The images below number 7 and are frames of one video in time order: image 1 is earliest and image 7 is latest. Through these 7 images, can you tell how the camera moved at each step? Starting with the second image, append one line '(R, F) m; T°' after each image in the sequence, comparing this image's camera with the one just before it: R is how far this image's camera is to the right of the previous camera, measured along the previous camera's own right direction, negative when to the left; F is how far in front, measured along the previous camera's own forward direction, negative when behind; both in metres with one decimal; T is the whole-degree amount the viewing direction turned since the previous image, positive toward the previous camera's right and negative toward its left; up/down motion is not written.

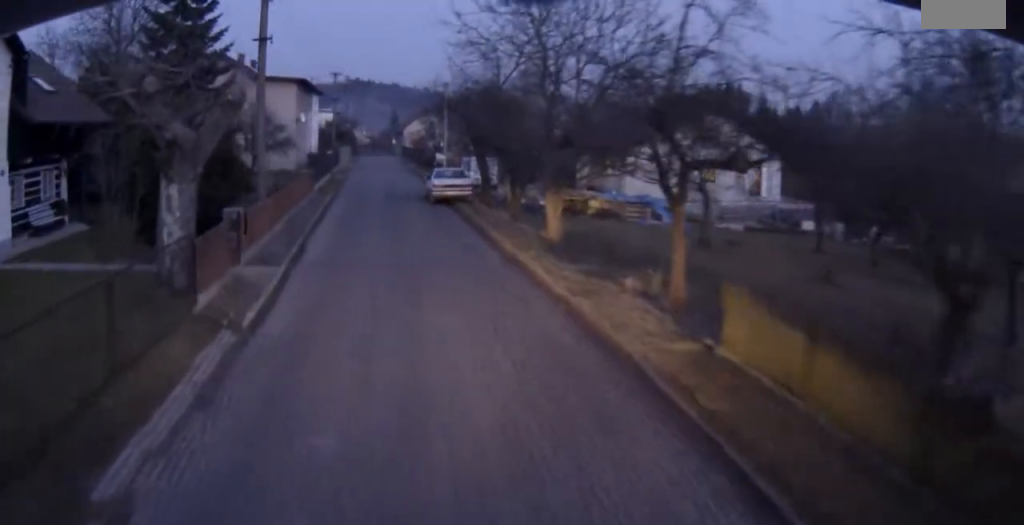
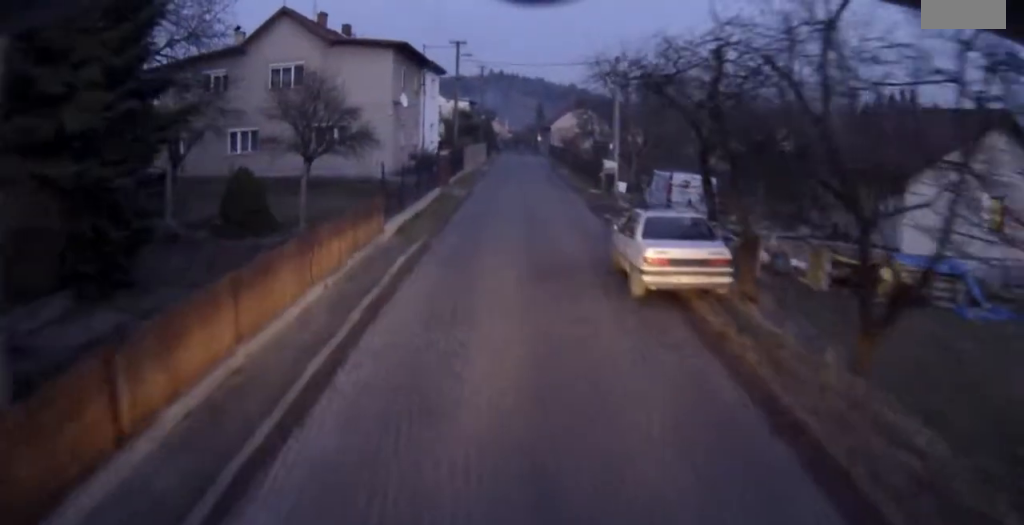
(-0.9, +16.8) m; -5°
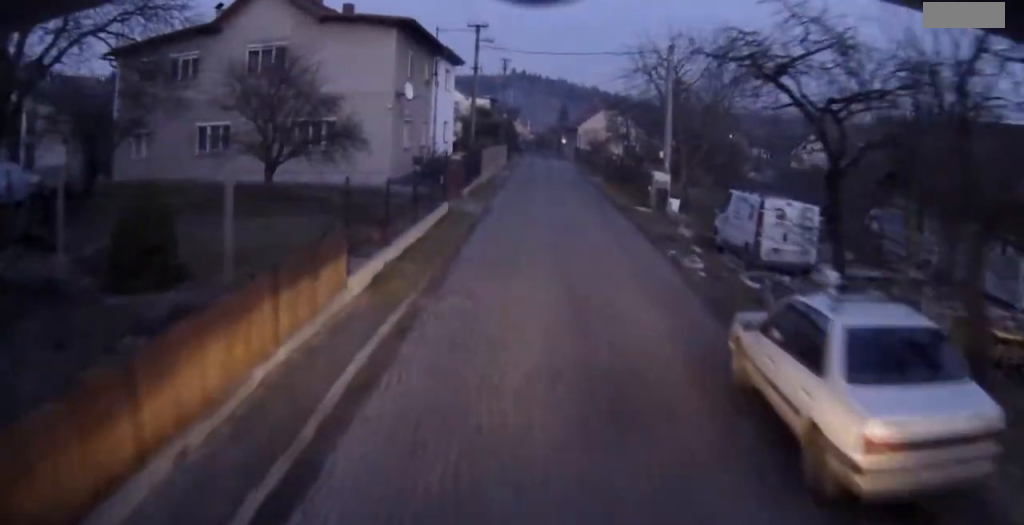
(-0.1, +6.4) m; 0°
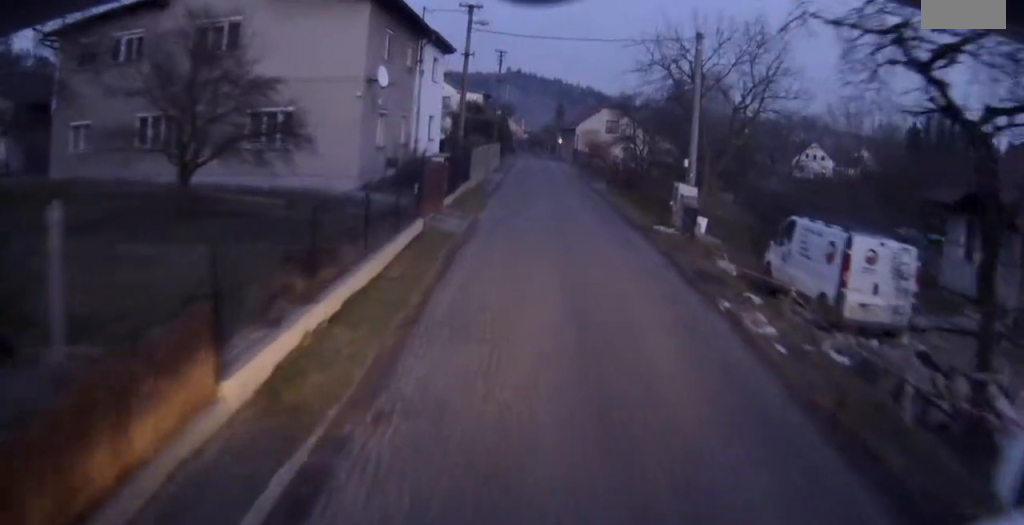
(0.0, +4.8) m; 0°
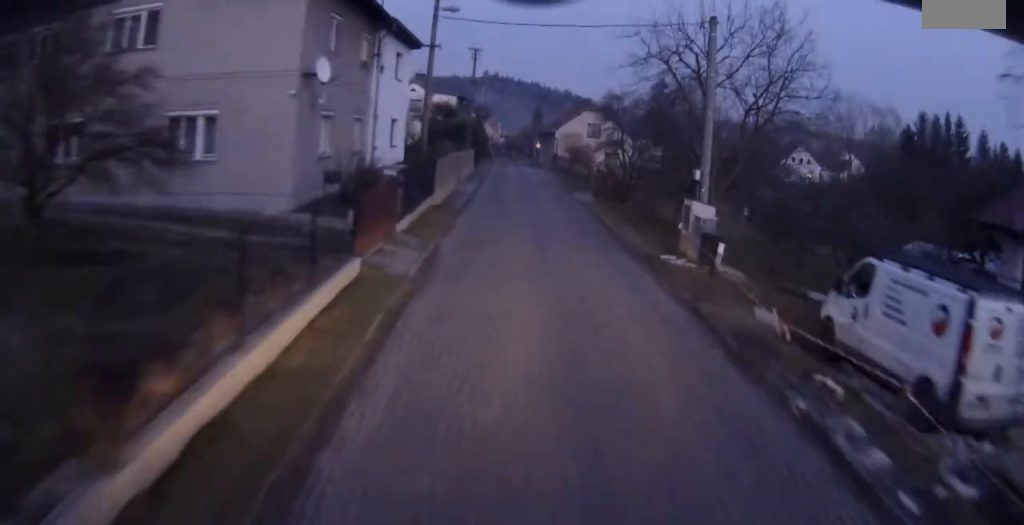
(+0.1, +4.4) m; -1°
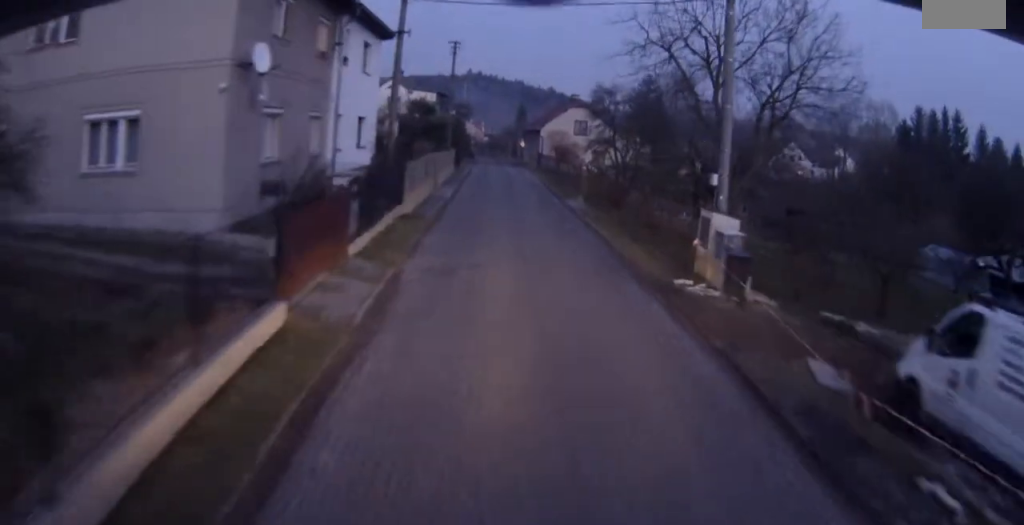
(-0.2, +3.4) m; 0°
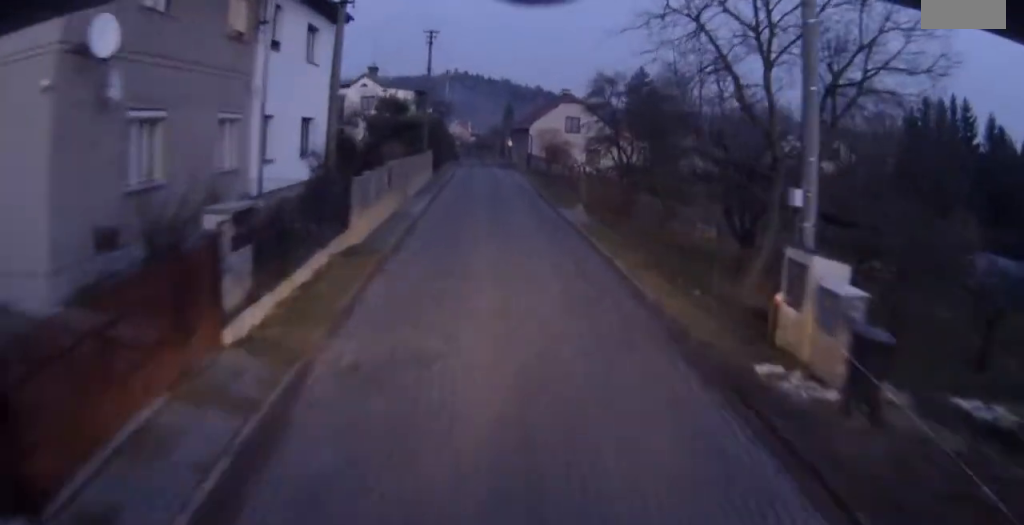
(-0.1, +5.8) m; +1°
